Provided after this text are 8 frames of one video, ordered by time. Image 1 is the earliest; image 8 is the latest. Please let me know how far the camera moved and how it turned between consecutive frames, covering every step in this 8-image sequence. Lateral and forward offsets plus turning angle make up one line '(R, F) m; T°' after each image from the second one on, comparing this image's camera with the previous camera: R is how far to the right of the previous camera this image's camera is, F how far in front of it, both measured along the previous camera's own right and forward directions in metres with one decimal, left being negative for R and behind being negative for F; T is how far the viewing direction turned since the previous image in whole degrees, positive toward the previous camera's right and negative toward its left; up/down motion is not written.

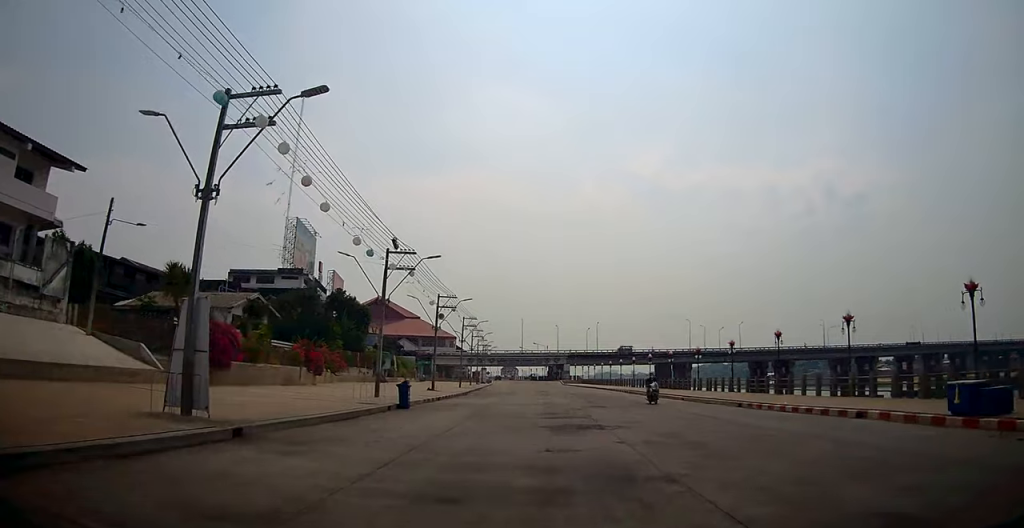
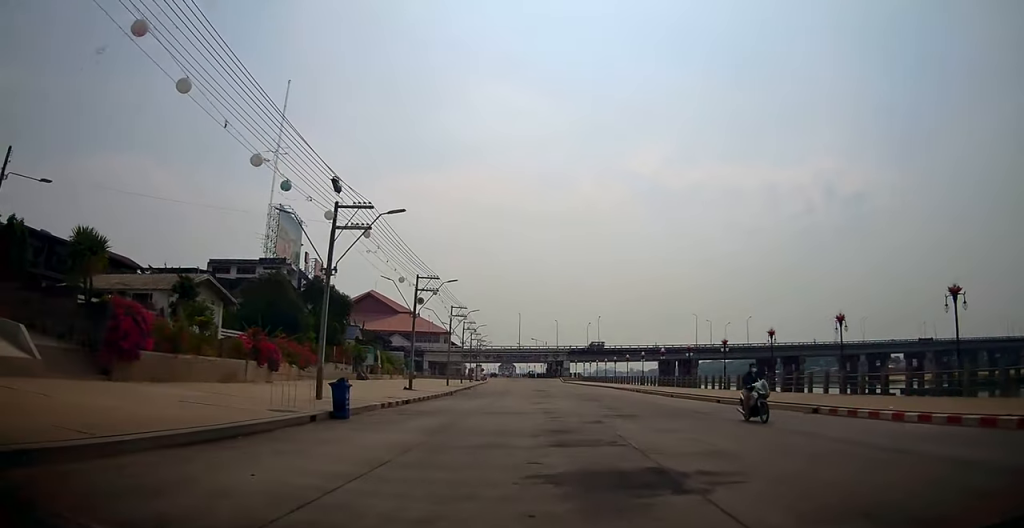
(+0.1, +7.0) m; 0°
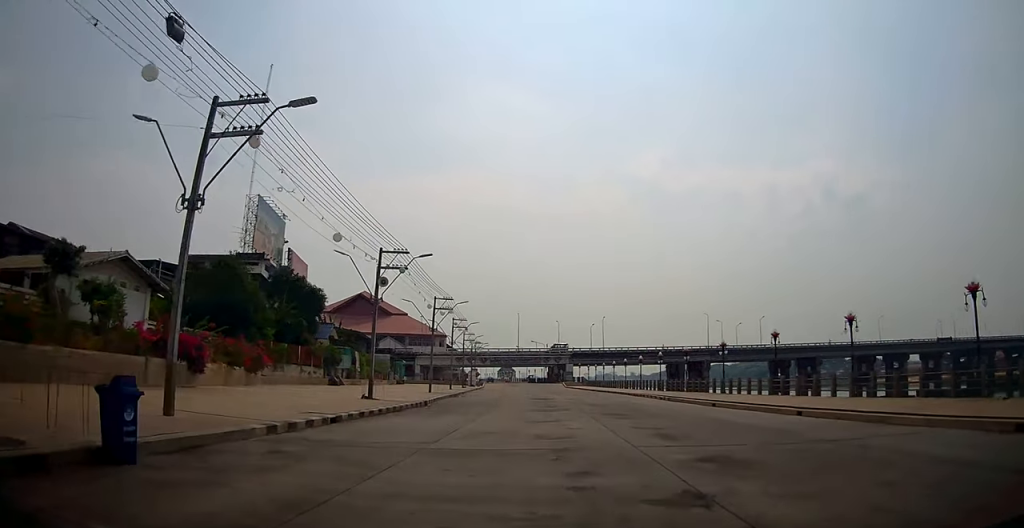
(0.0, +8.5) m; 0°
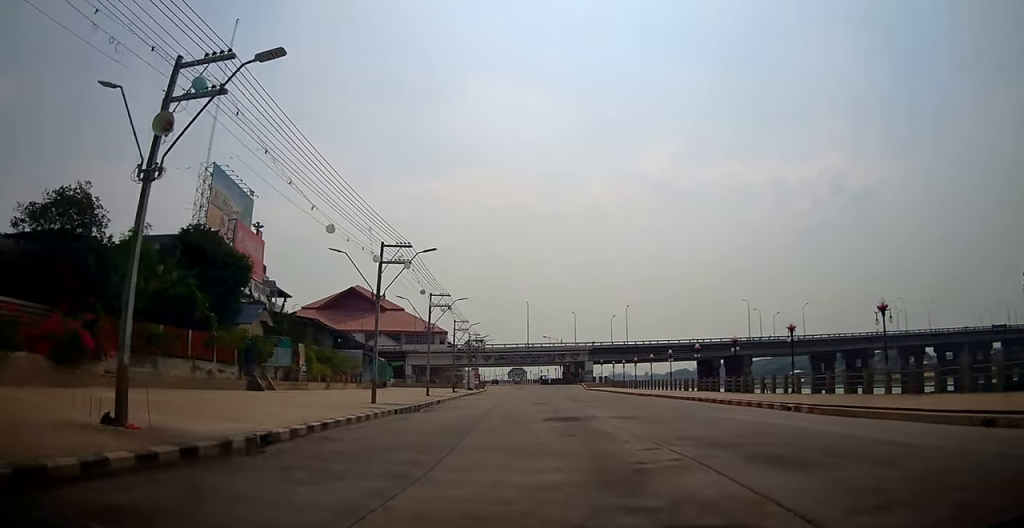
(-0.1, +17.8) m; 0°
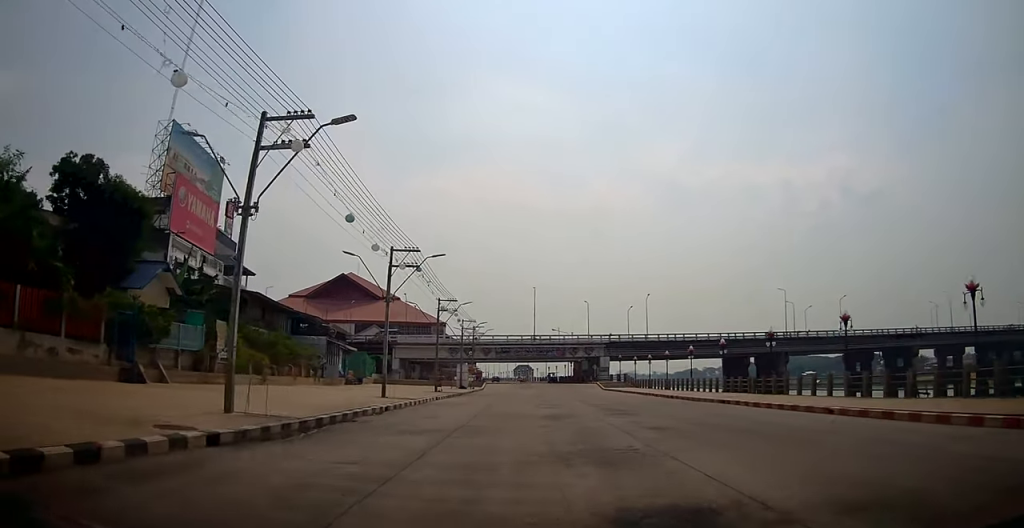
(+0.1, +13.1) m; 0°
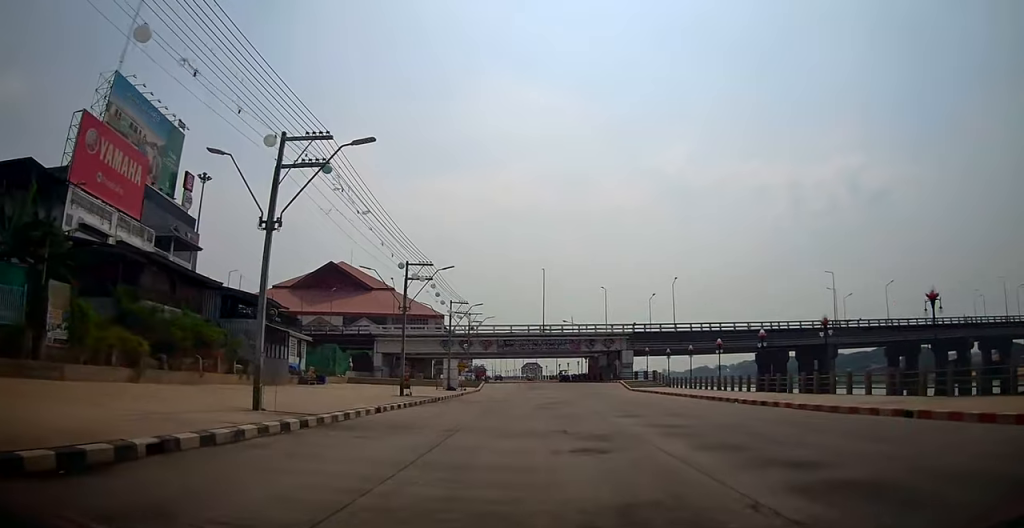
(0.0, +13.7) m; -1°
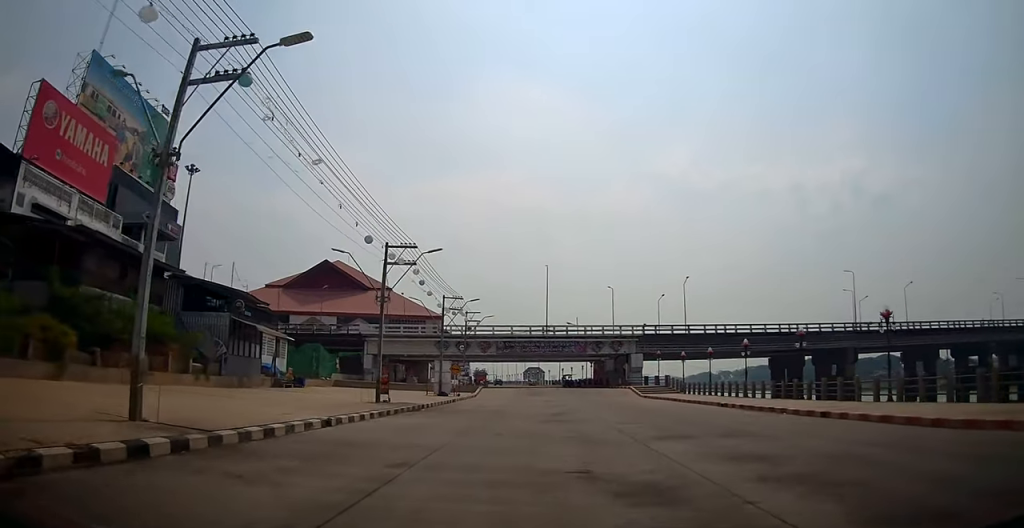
(0.0, +5.0) m; 0°
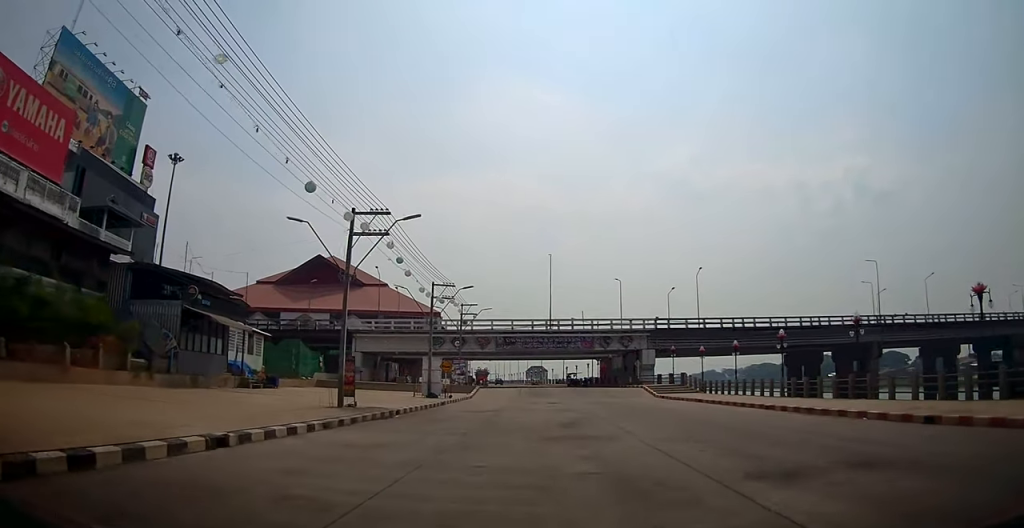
(0.0, +5.3) m; 0°
